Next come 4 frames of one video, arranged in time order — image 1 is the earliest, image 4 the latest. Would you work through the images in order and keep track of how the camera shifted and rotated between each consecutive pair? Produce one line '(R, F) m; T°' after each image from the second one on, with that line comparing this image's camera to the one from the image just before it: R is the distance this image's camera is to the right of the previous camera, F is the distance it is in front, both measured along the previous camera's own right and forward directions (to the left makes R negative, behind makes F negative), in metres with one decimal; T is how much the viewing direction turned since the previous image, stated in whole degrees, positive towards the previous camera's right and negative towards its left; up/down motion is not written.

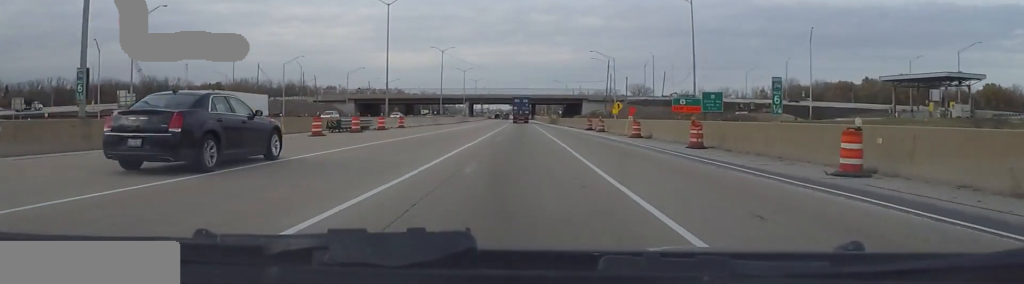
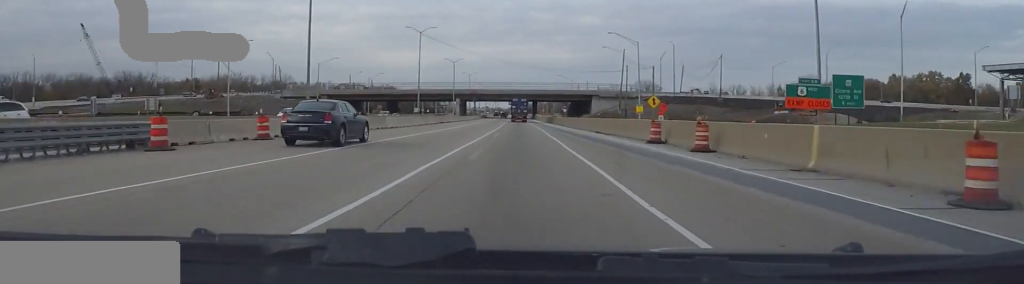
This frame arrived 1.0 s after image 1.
(0.0, +27.3) m; 0°
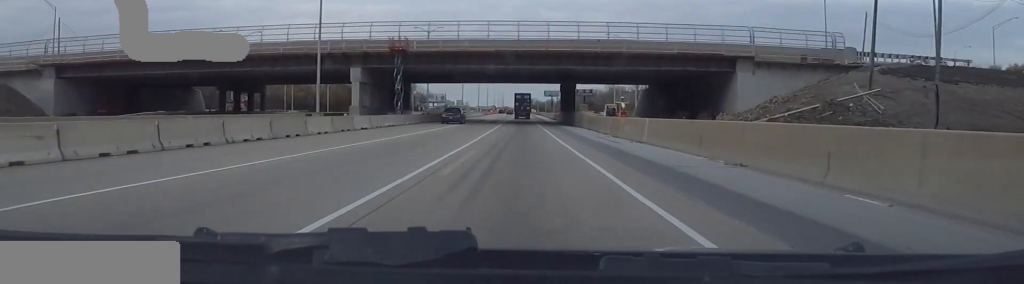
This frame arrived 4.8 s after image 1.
(0.0, +109.4) m; 0°
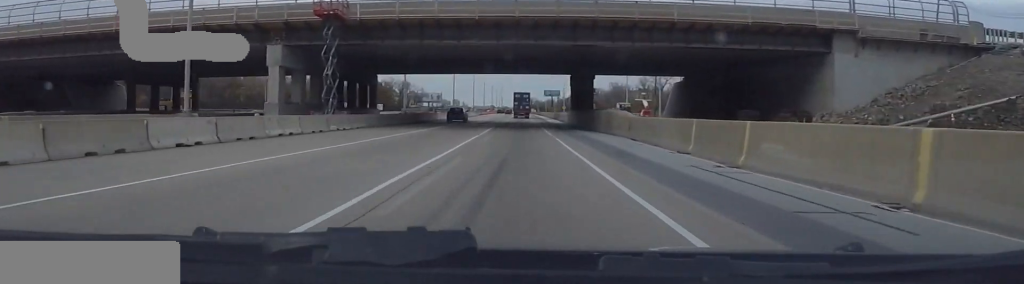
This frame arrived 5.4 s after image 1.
(0.0, +19.7) m; 0°
